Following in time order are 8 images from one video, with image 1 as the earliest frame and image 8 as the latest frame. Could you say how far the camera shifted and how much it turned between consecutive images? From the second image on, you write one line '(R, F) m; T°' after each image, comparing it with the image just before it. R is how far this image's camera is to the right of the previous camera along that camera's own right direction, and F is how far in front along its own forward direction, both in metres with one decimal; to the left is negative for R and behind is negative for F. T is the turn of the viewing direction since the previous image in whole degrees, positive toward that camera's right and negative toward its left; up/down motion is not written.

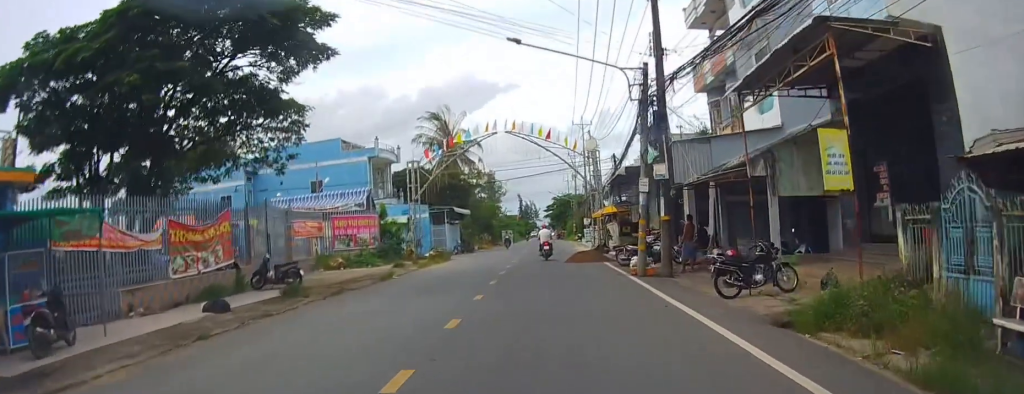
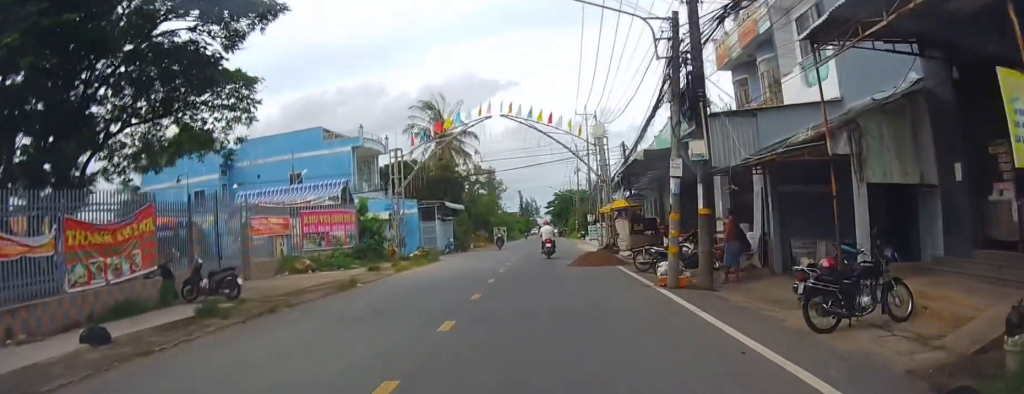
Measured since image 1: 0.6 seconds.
(+0.2, +4.6) m; -4°
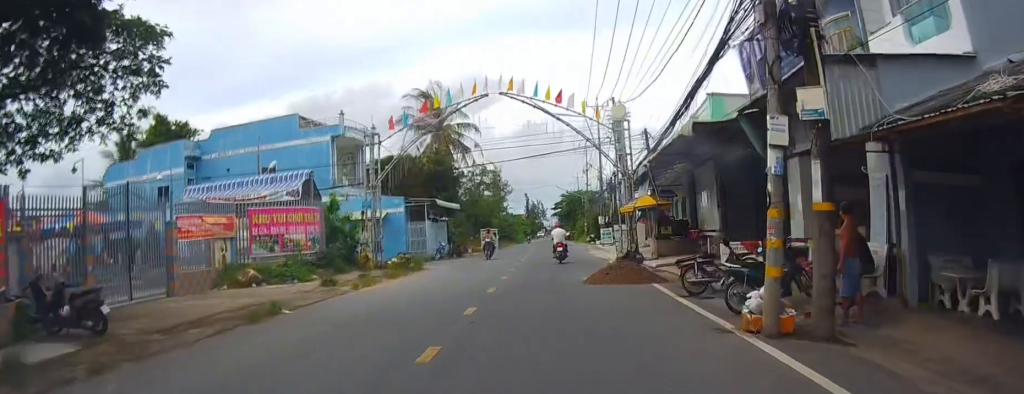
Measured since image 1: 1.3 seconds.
(-0.7, +6.3) m; -3°
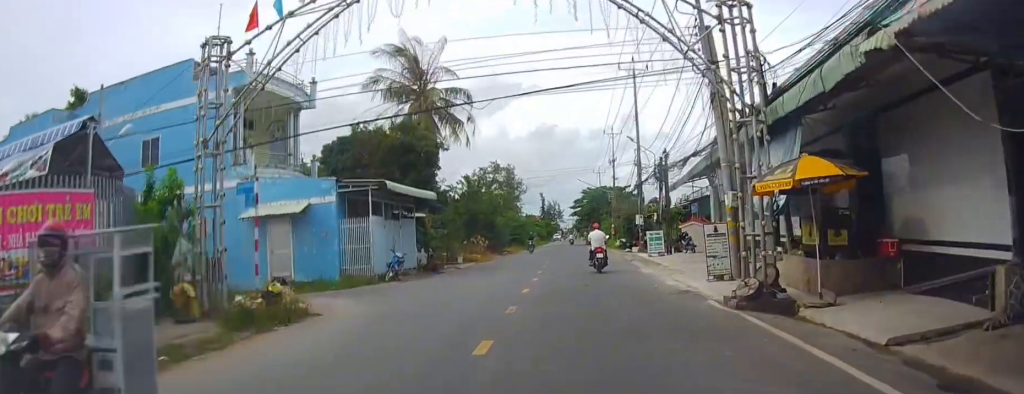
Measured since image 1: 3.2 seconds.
(-0.3, +15.7) m; -4°
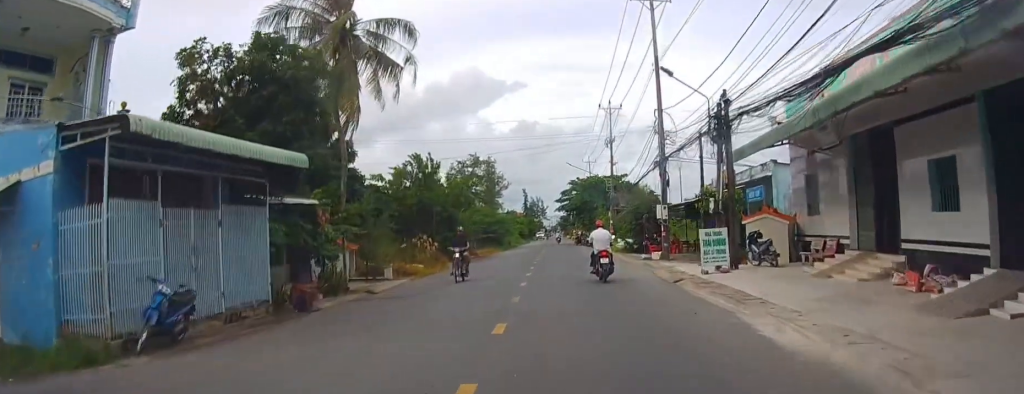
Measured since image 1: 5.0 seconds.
(+0.9, +14.3) m; +9°
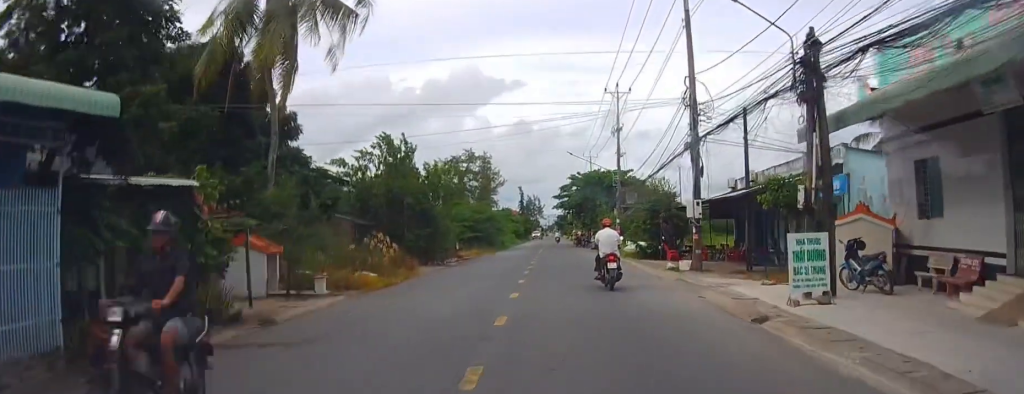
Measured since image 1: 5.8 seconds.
(+0.4, +7.3) m; +2°
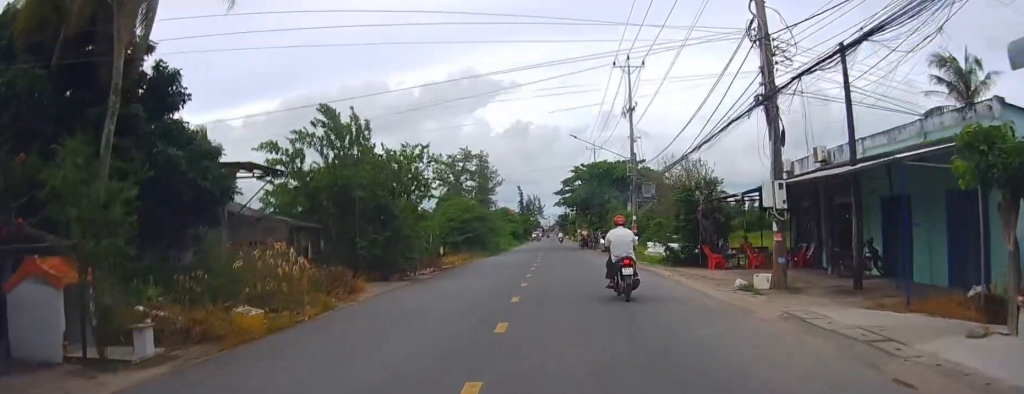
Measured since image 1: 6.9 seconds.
(-0.1, +8.7) m; -1°
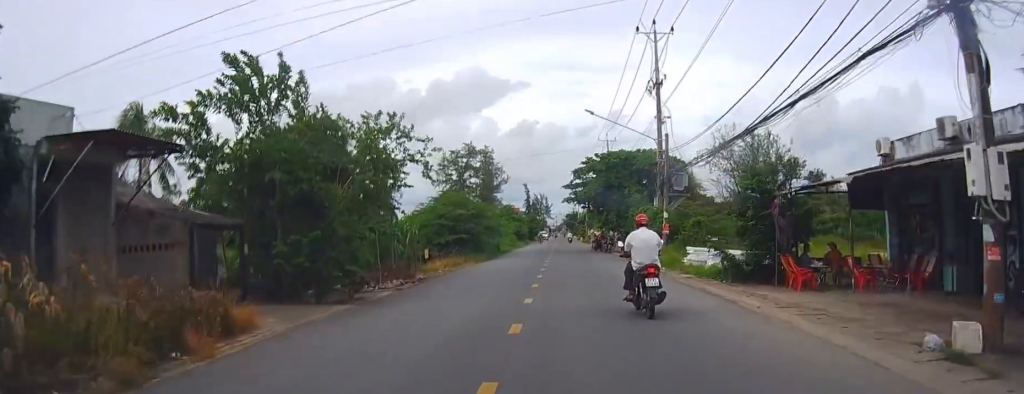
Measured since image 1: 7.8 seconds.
(0.0, +7.7) m; -3°
